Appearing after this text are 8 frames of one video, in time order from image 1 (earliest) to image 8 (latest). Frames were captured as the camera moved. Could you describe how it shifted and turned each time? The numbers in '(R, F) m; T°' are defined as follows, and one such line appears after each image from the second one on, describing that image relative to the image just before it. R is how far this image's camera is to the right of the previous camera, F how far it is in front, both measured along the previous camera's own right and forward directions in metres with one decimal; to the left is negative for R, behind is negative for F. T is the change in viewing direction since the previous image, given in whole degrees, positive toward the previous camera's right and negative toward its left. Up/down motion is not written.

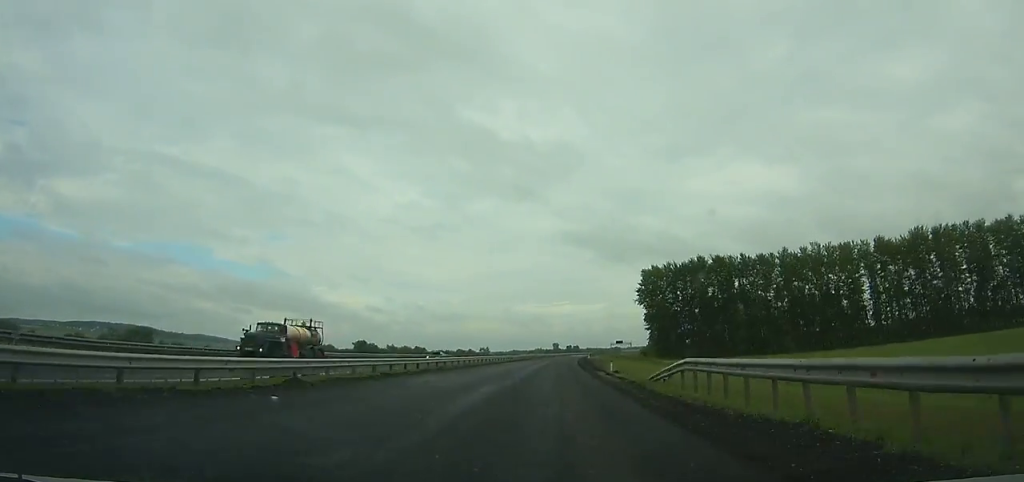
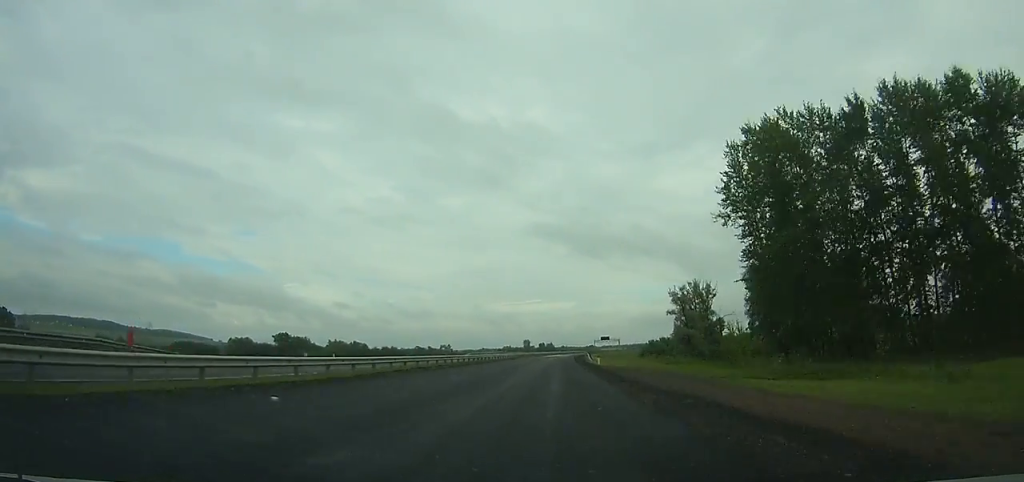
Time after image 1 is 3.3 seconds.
(+1.9, +86.1) m; +2°
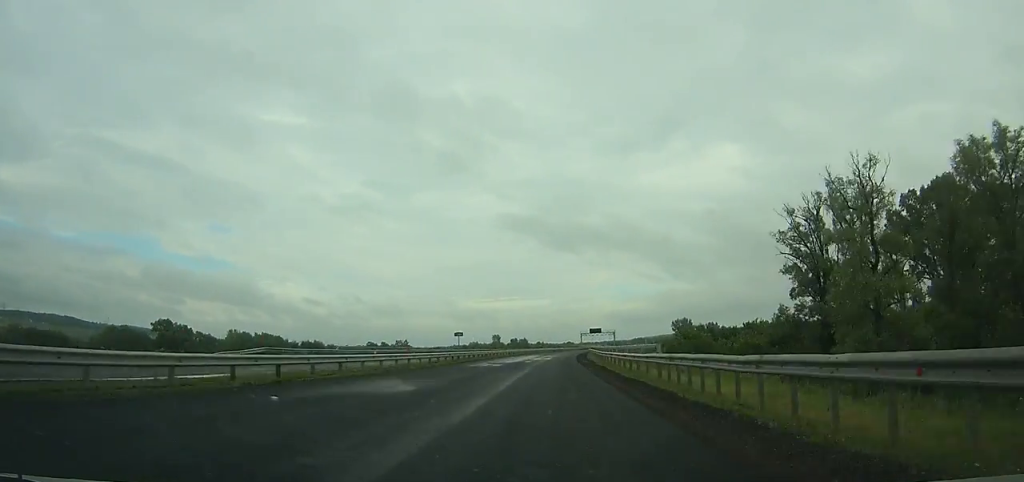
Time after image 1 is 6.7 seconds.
(+2.1, +89.0) m; +3°
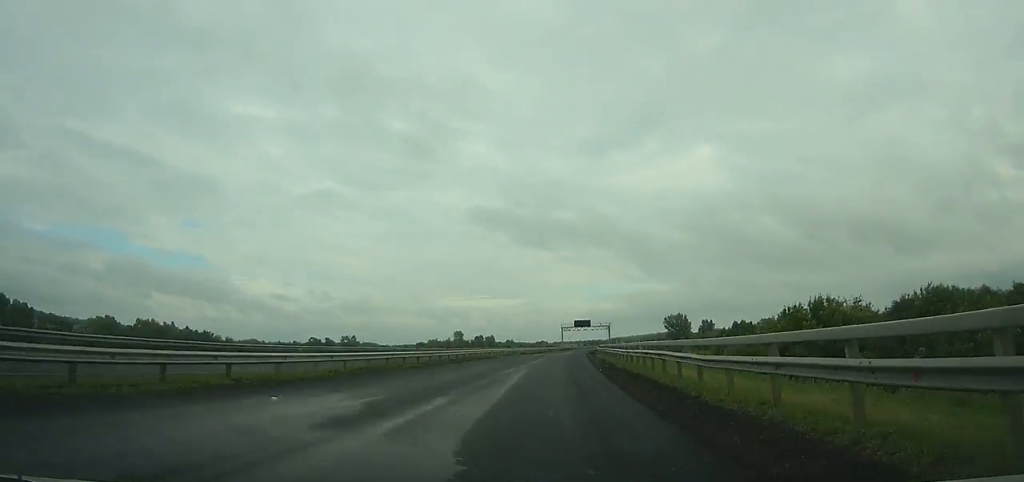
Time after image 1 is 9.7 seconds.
(+1.8, +78.0) m; +3°
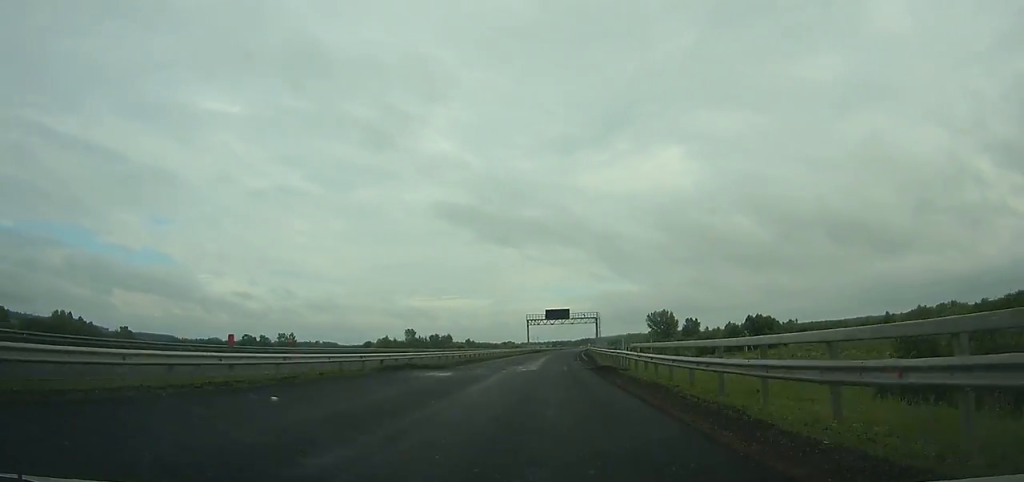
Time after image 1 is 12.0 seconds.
(+0.9, +59.2) m; +2°
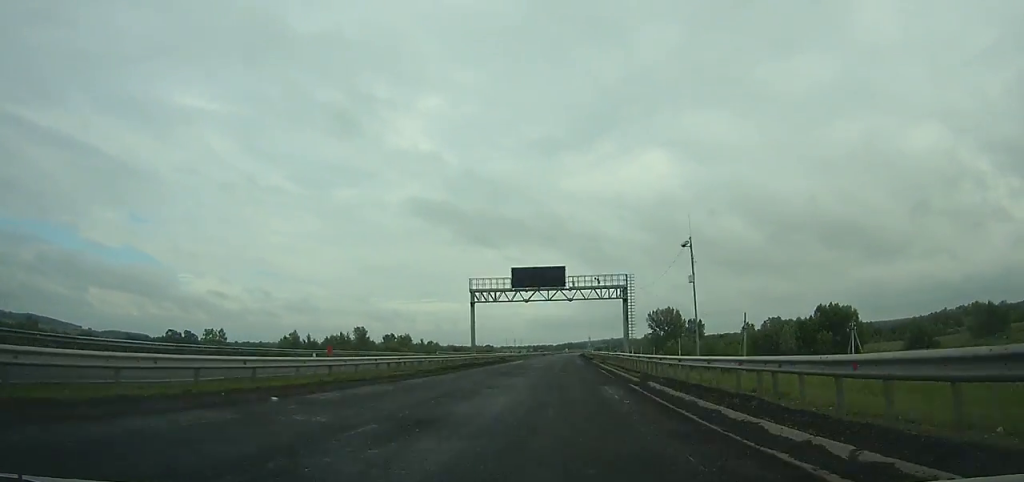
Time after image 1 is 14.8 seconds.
(+2.0, +71.0) m; +2°
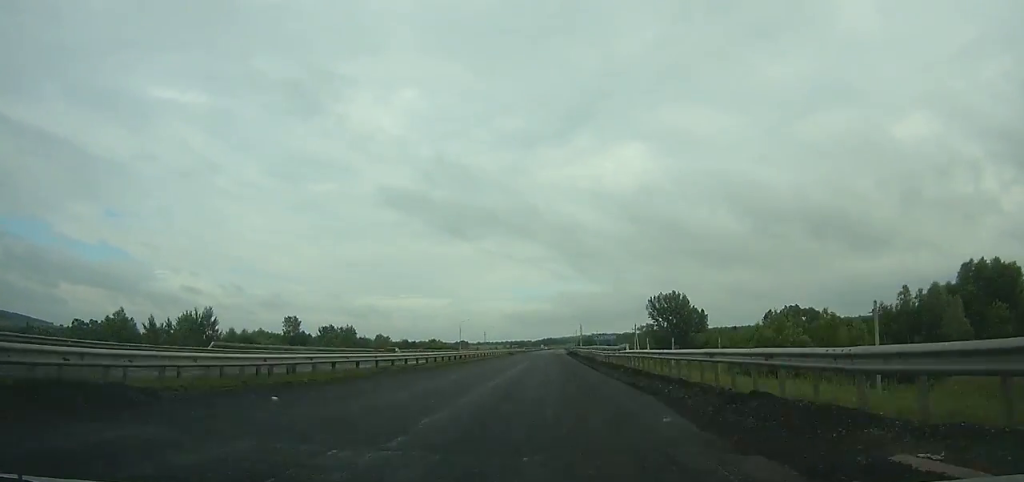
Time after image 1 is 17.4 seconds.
(+1.2, +64.9) m; +1°
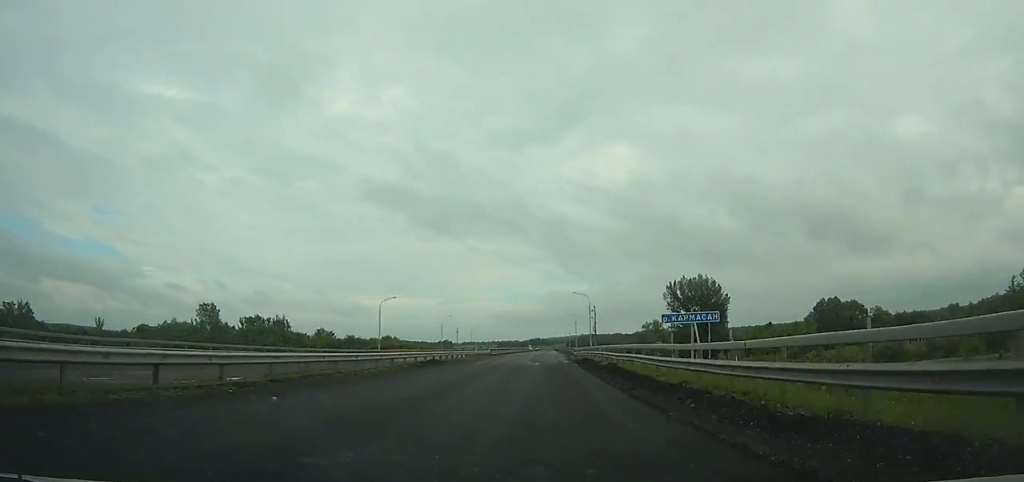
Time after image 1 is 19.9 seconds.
(+0.6, +61.5) m; +1°
